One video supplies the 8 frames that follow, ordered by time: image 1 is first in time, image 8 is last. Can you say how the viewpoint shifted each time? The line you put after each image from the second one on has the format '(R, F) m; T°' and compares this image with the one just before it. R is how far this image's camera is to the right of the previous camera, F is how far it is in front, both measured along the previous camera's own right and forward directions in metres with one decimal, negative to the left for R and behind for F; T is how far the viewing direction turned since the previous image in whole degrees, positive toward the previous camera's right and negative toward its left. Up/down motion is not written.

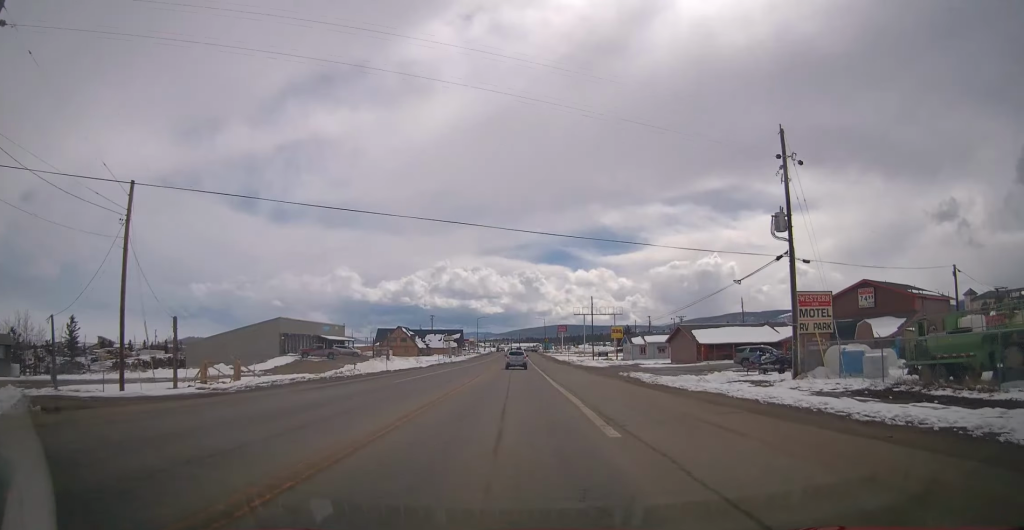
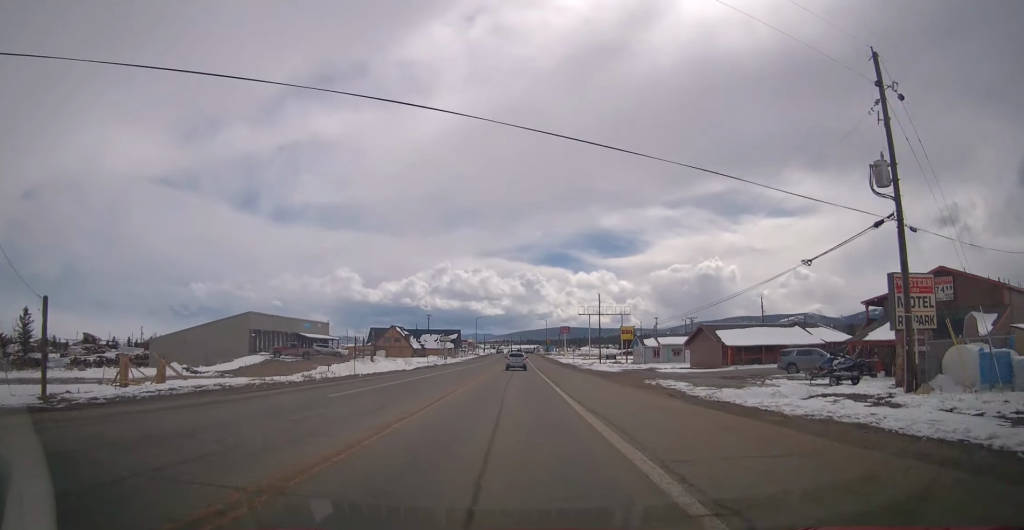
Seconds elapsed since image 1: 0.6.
(-0.4, +9.3) m; 0°
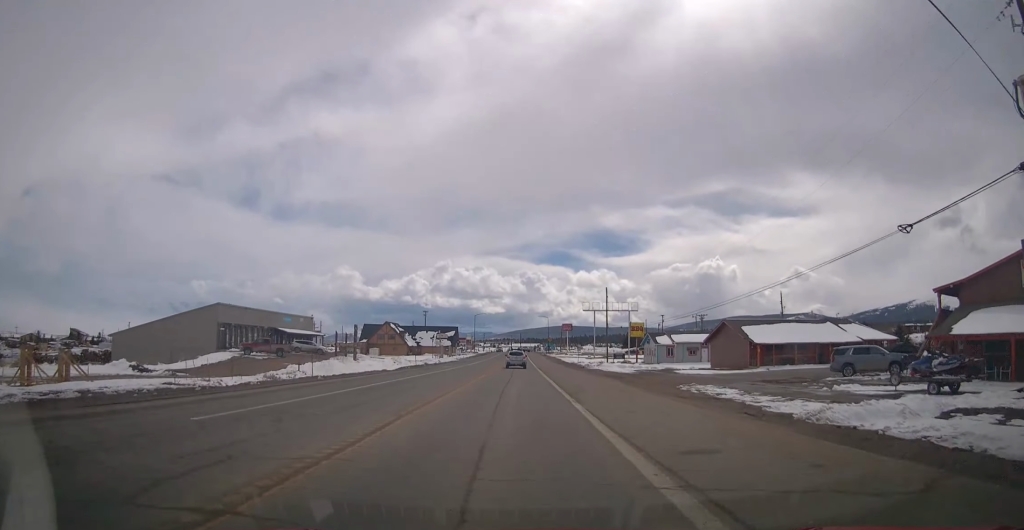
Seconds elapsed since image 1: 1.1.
(+0.2, +7.6) m; +1°
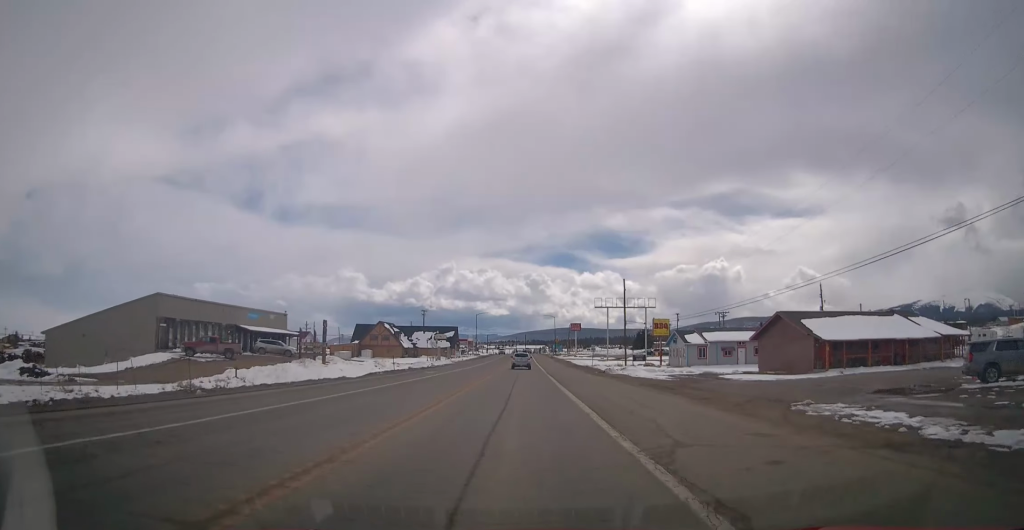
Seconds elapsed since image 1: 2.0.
(+0.3, +12.2) m; +1°
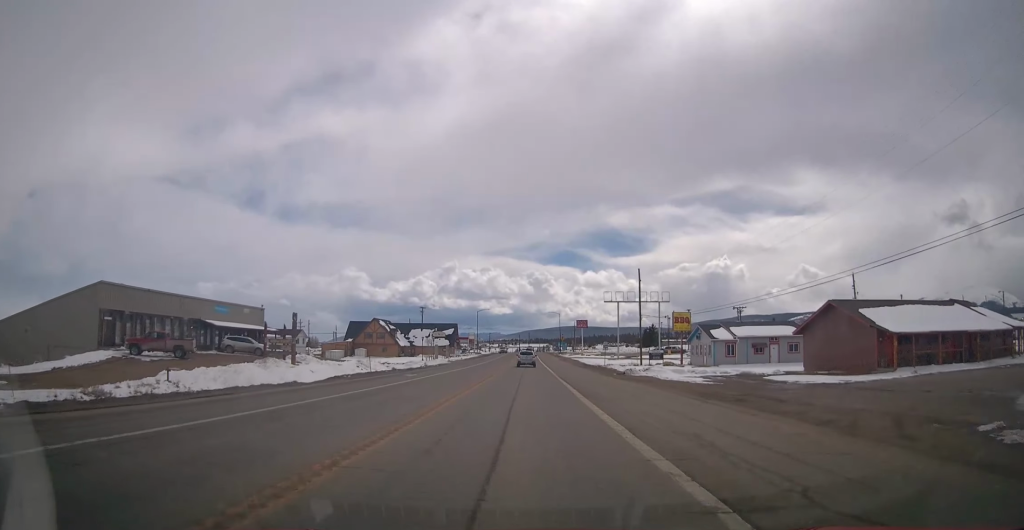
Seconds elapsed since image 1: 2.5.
(-0.1, +8.1) m; 0°
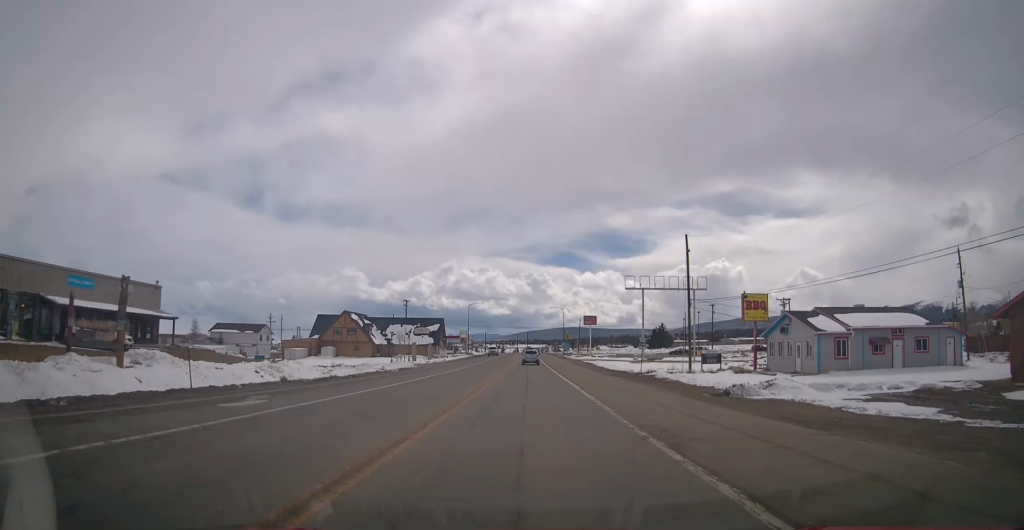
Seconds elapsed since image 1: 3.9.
(-0.1, +22.1) m; 0°
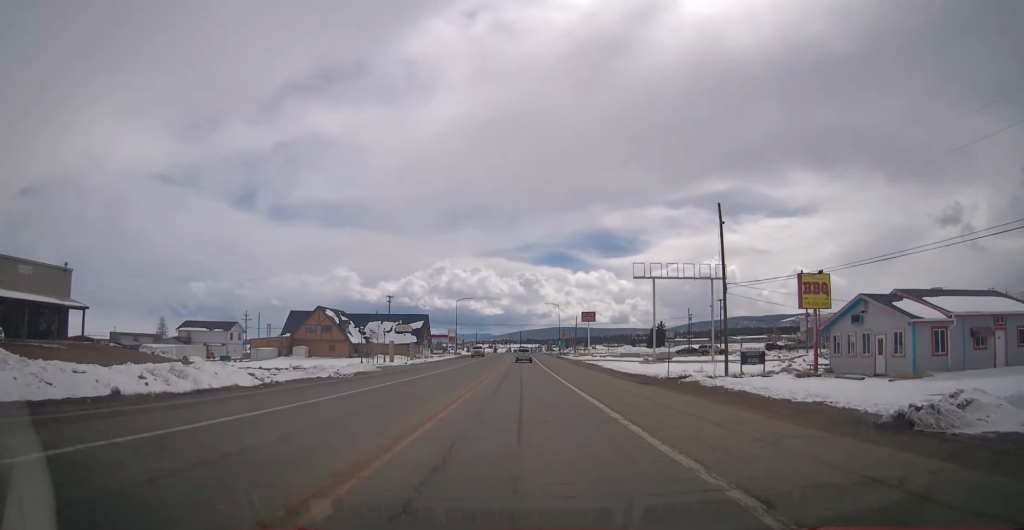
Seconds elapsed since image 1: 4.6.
(0.0, +11.0) m; 0°
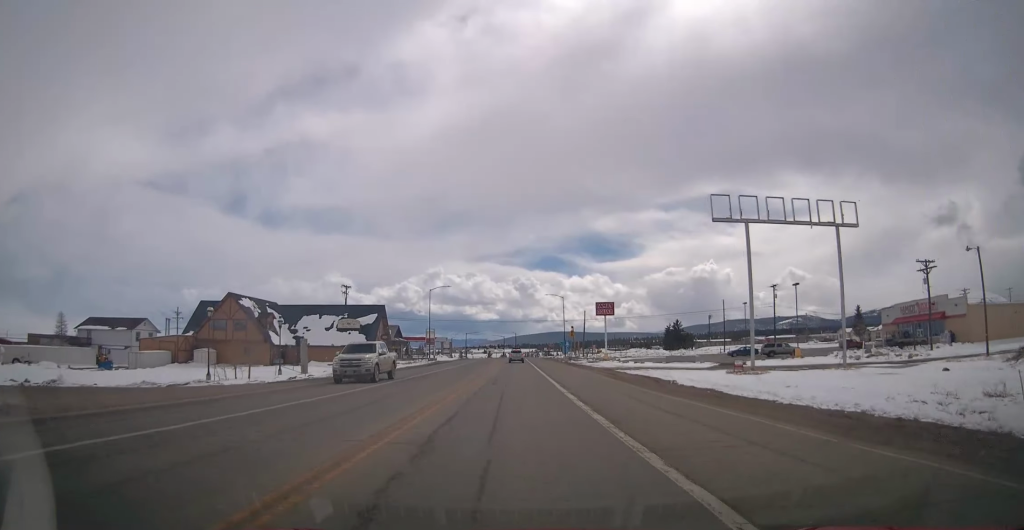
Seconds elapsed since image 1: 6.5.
(+0.9, +31.0) m; +2°
